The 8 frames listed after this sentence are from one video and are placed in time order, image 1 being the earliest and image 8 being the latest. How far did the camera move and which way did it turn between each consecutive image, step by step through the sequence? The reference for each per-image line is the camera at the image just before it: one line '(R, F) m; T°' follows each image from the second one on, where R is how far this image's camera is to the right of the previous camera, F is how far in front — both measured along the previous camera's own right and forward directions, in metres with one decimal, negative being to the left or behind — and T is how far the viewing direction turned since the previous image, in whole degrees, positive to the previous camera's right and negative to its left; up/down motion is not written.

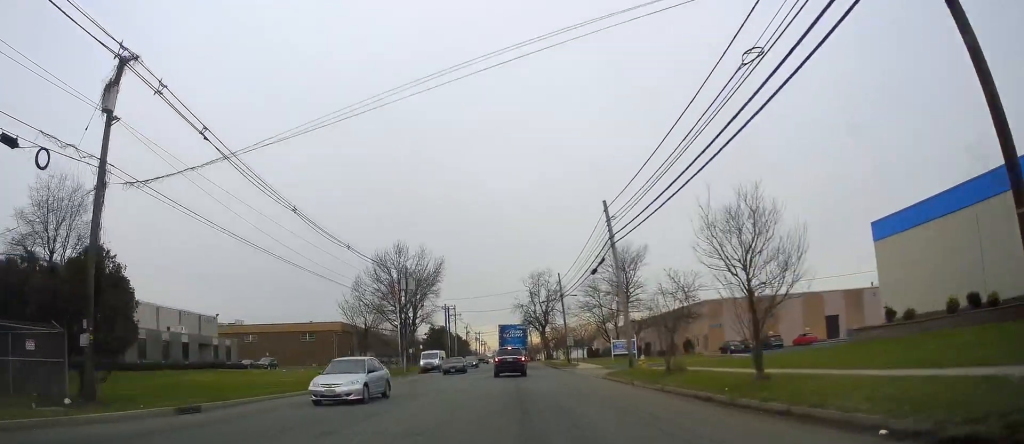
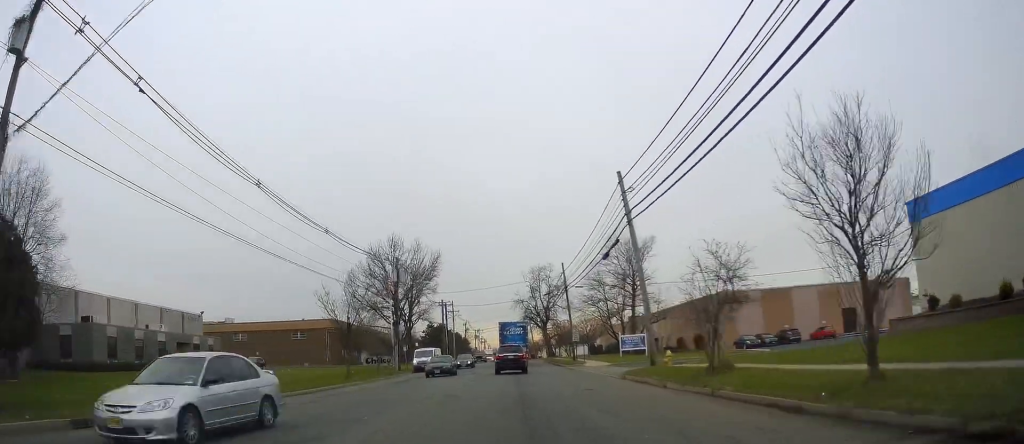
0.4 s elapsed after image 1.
(-0.1, +4.0) m; 0°
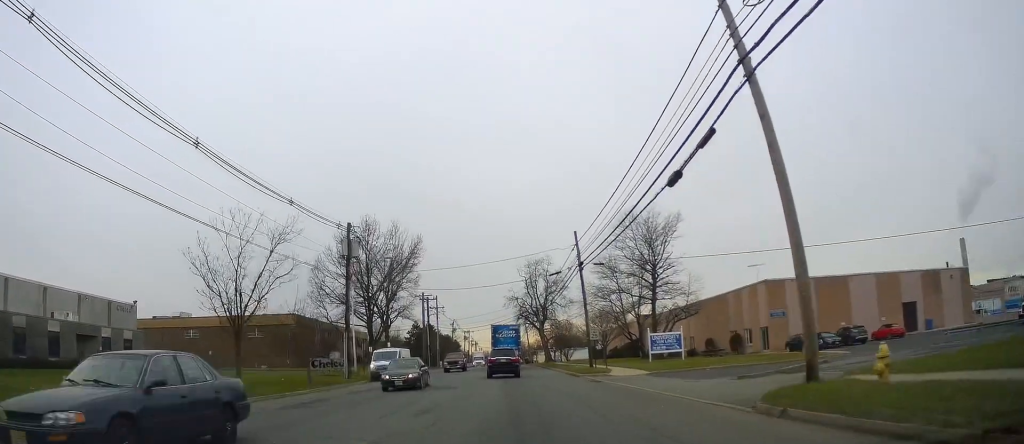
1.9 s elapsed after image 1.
(-0.1, +14.8) m; 0°
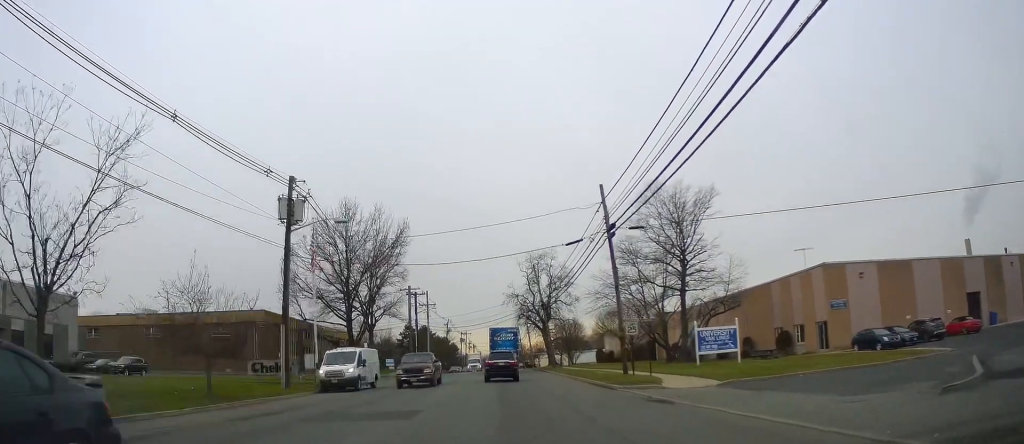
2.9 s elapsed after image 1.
(+0.1, +10.8) m; -2°
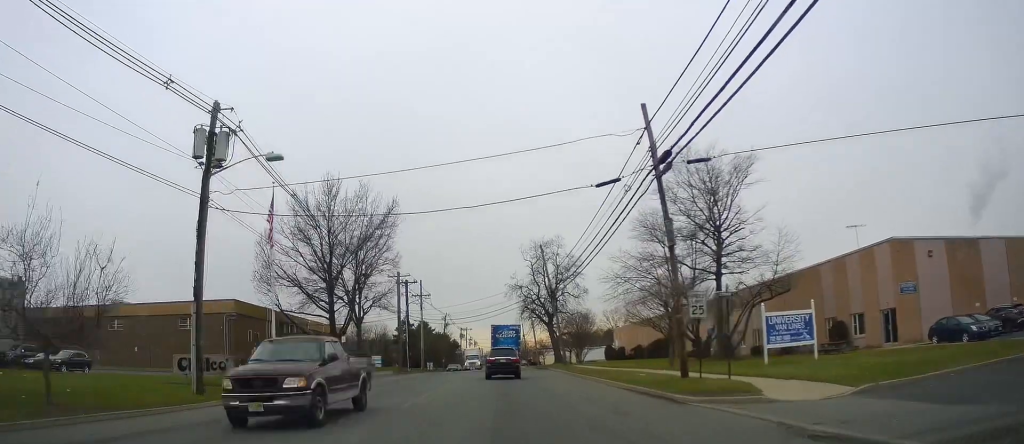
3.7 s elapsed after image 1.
(-0.4, +8.1) m; 0°
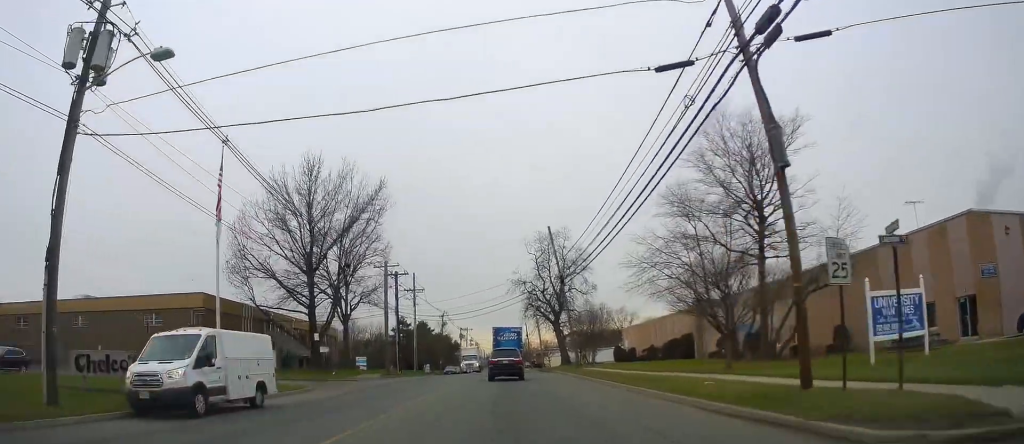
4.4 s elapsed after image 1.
(+0.2, +7.8) m; +1°
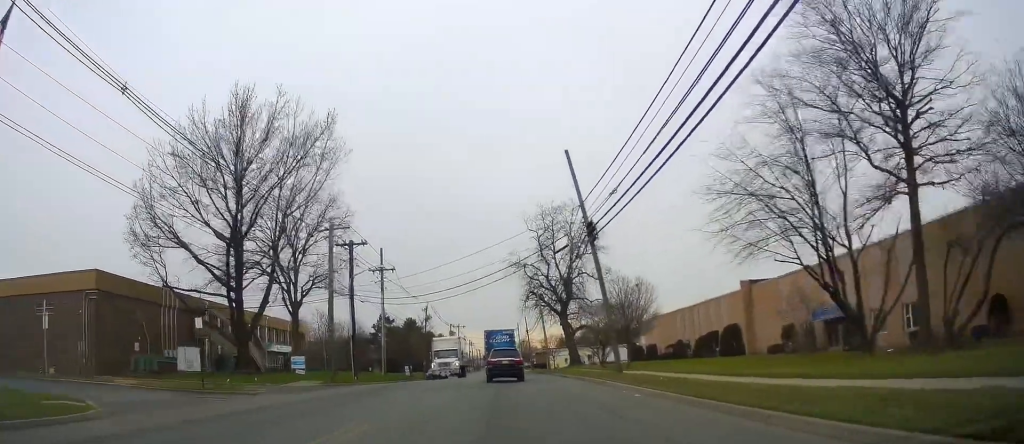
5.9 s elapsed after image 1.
(+0.4, +16.0) m; +1°
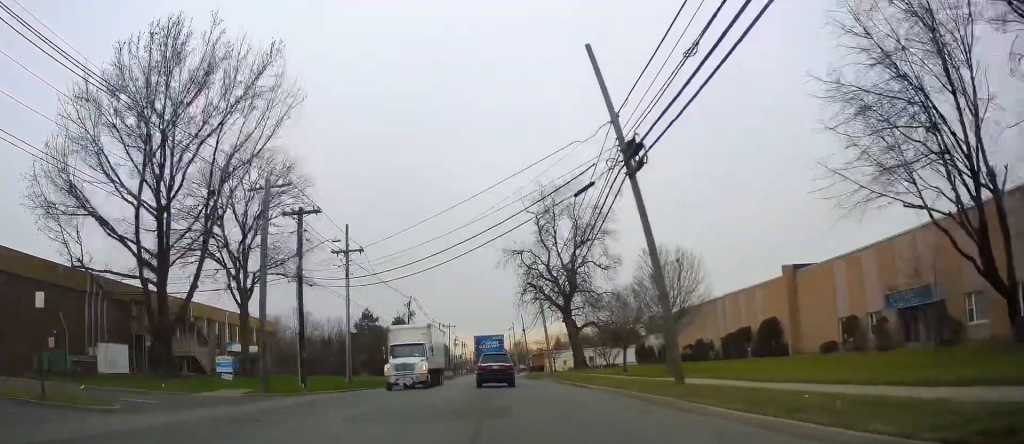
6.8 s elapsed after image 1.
(0.0, +10.0) m; 0°
